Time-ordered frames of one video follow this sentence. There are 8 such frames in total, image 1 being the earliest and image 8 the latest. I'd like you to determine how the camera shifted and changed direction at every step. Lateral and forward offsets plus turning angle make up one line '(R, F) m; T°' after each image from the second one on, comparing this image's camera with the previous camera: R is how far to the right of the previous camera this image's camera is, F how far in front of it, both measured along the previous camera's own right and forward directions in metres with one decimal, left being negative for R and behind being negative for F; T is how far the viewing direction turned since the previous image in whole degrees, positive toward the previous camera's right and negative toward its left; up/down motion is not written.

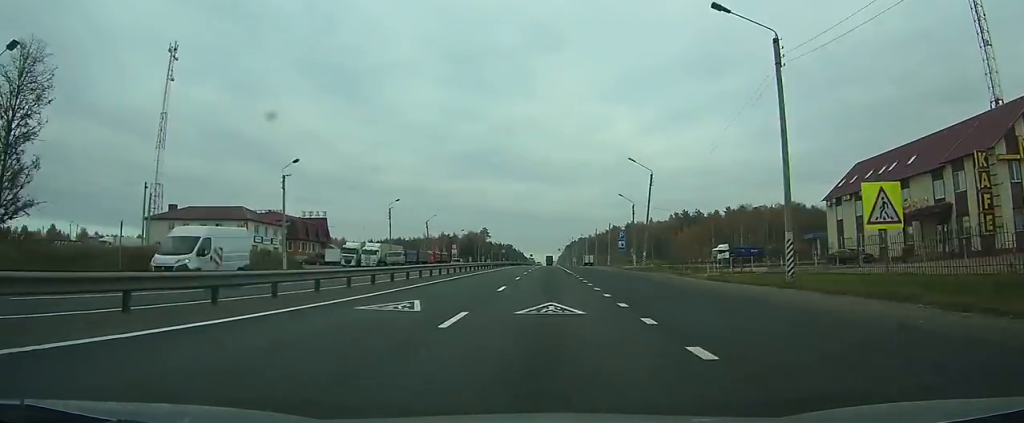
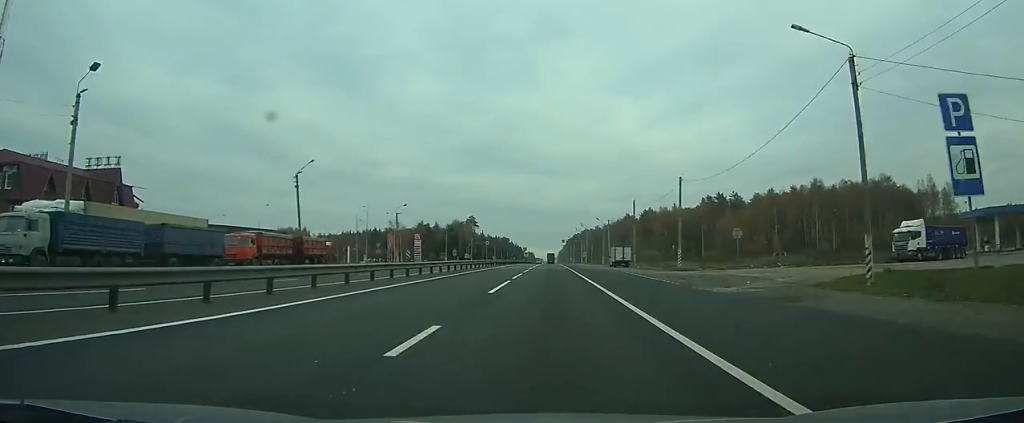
(-0.1, +64.0) m; 0°
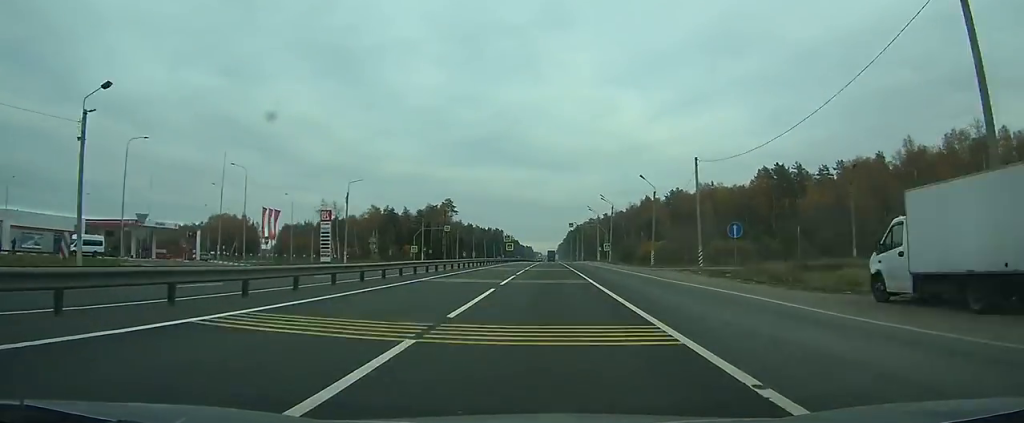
(0.0, +69.7) m; 0°
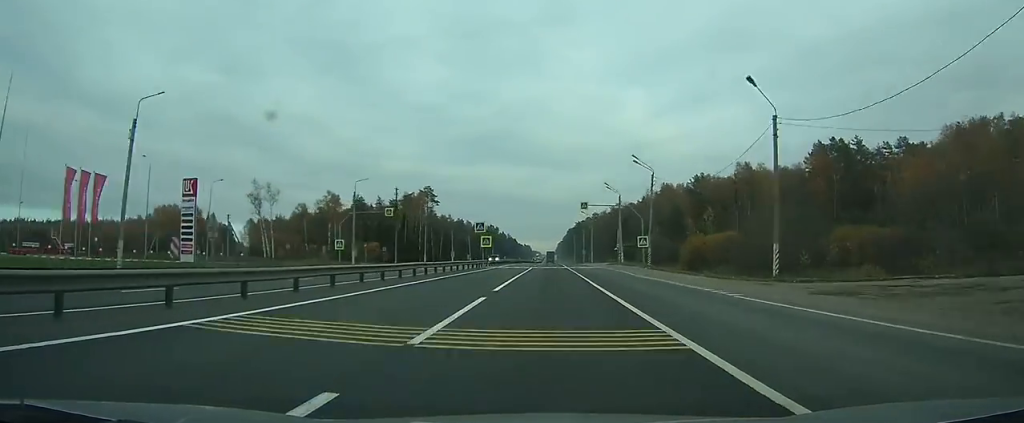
(0.0, +39.5) m; 0°
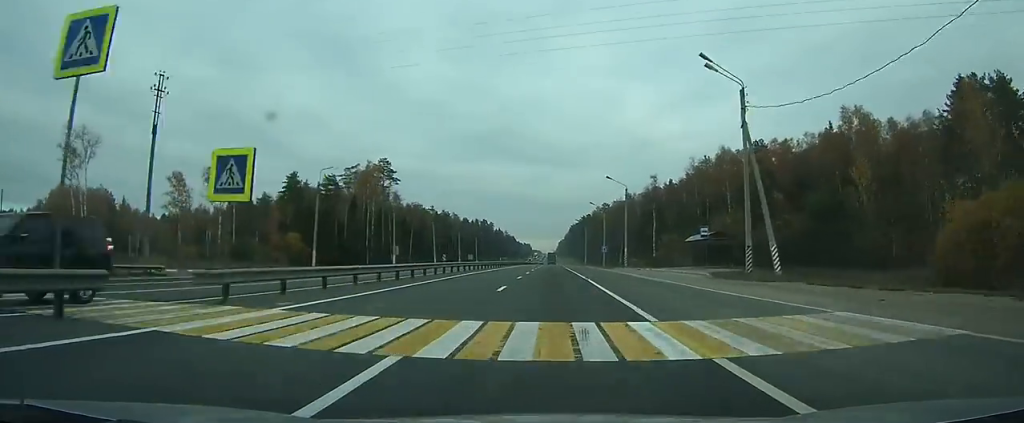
(0.0, +53.4) m; 0°
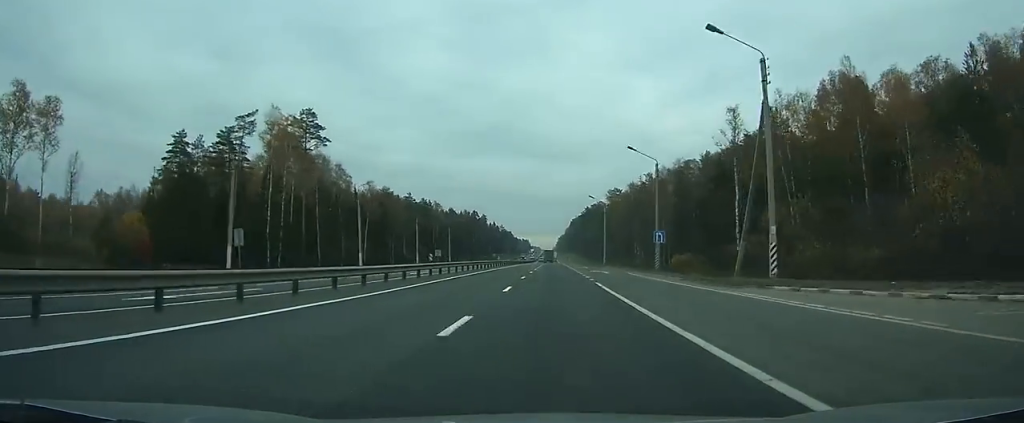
(0.0, +45.6) m; 0°
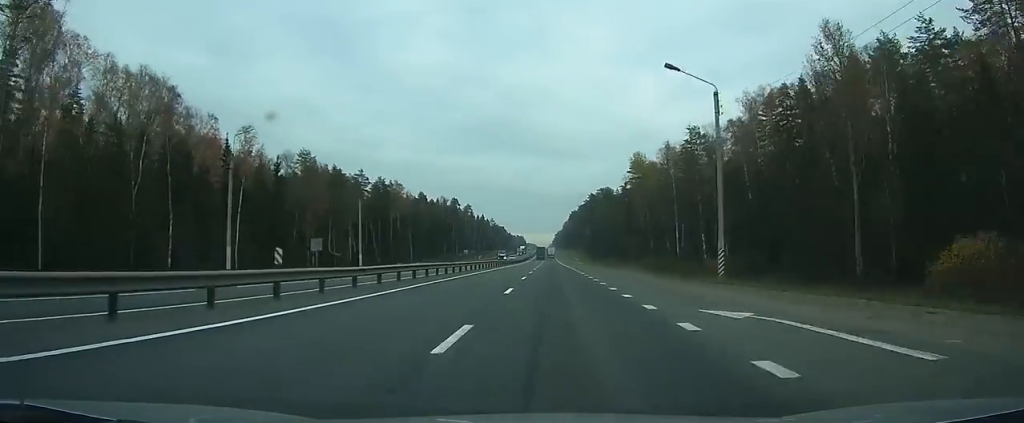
(0.0, +62.8) m; 0°
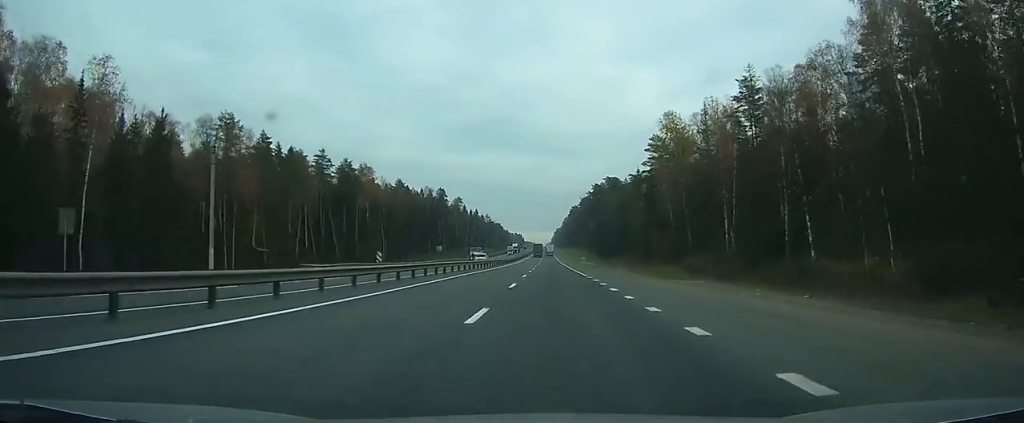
(+0.2, +34.1) m; 0°
